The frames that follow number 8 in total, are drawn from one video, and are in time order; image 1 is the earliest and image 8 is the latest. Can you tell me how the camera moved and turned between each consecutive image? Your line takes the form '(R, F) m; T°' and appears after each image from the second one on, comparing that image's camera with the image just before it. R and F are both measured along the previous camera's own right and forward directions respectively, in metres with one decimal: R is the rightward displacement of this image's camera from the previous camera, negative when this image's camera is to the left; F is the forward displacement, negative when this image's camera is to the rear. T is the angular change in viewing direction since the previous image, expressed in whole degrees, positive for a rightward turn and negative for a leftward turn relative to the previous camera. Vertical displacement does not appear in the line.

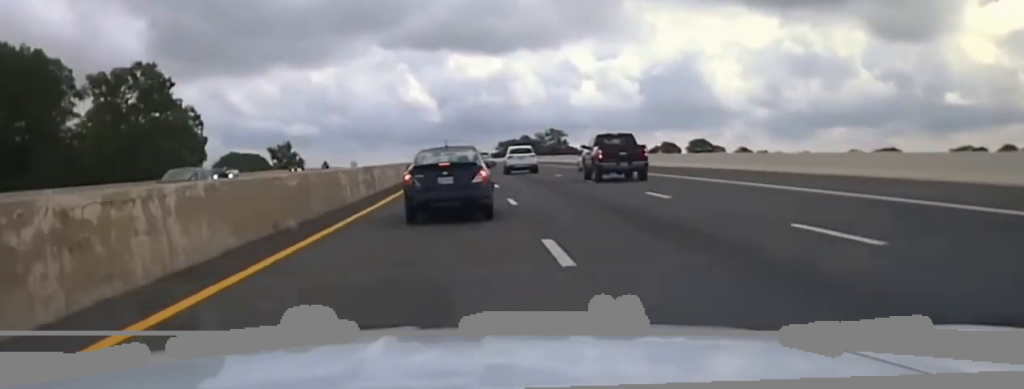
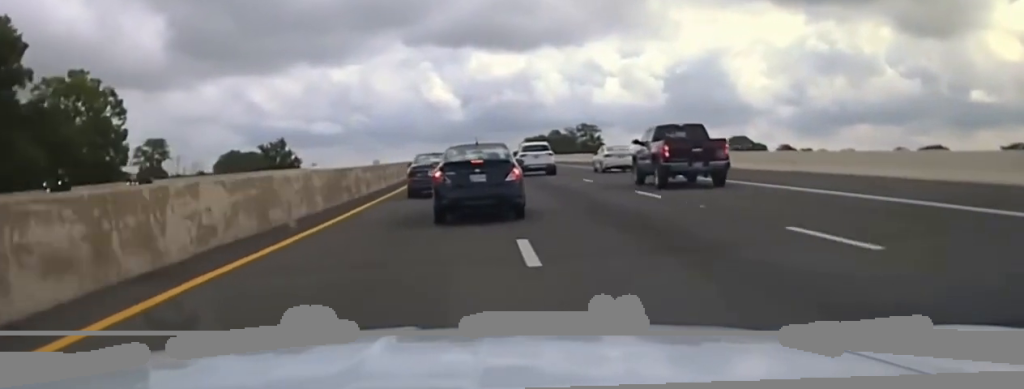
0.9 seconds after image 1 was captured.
(-0.5, +36.9) m; -2°
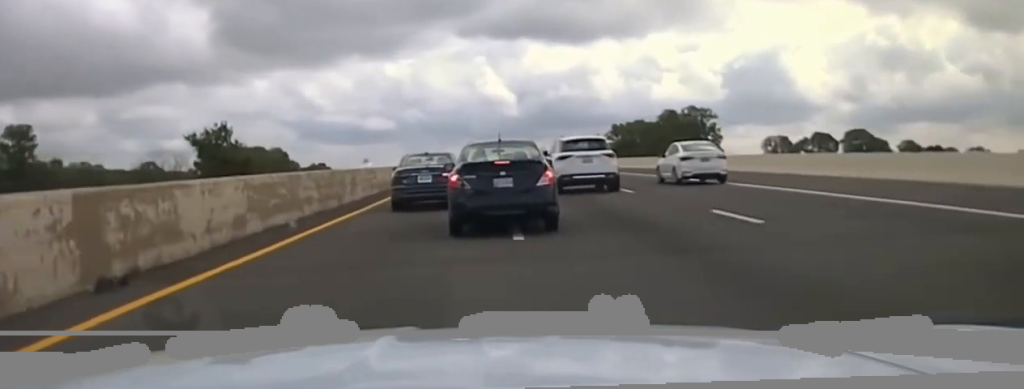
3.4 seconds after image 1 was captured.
(-2.5, +90.3) m; -4°
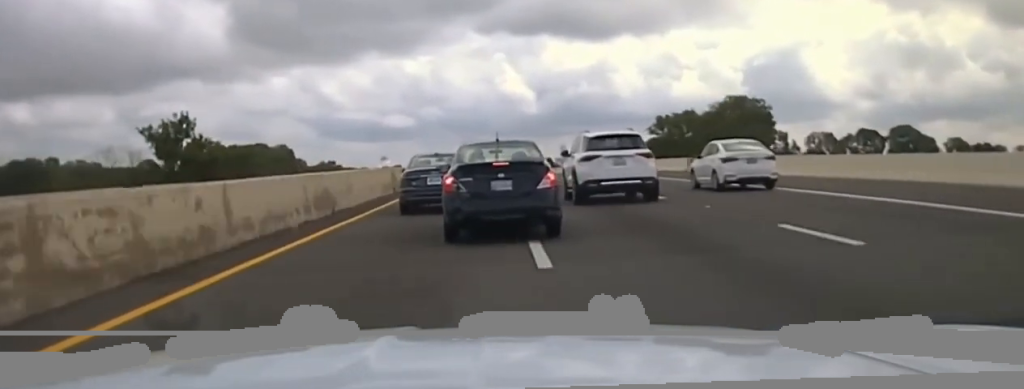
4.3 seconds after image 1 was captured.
(-0.6, +28.7) m; -1°
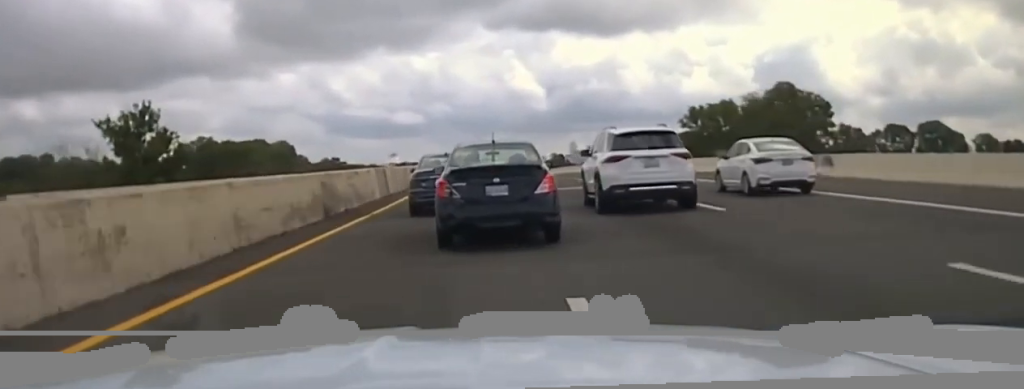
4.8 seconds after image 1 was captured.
(-0.1, +17.1) m; 0°
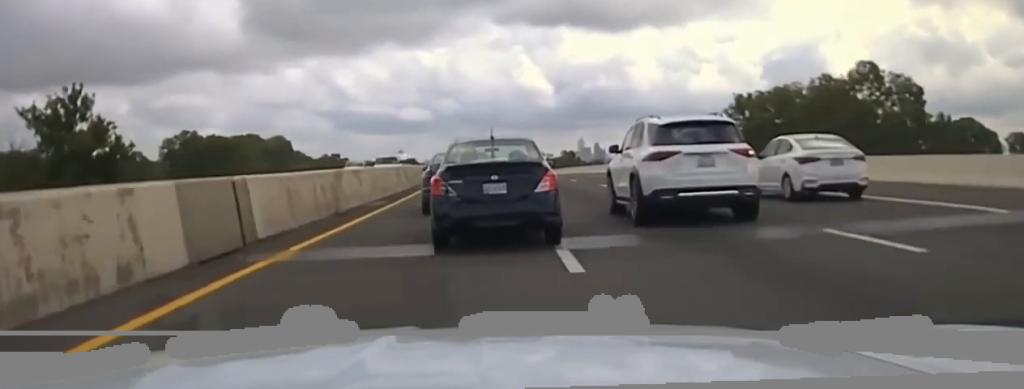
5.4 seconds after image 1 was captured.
(0.0, +20.5) m; 0°
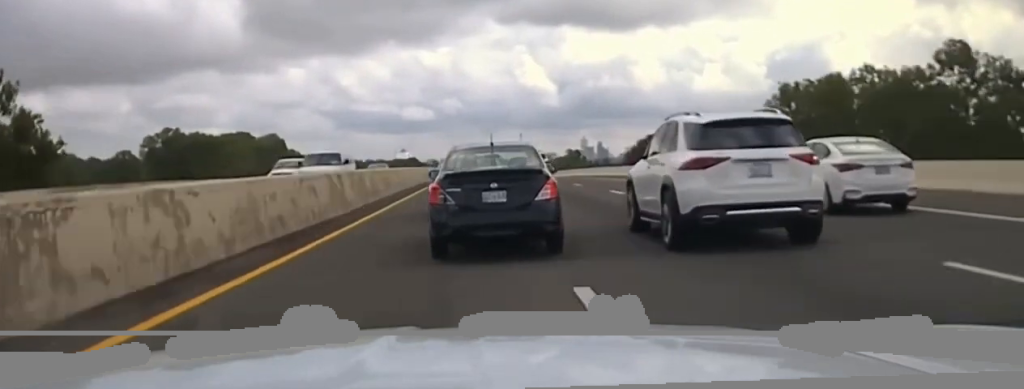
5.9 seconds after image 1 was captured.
(-0.1, +17.1) m; 0°
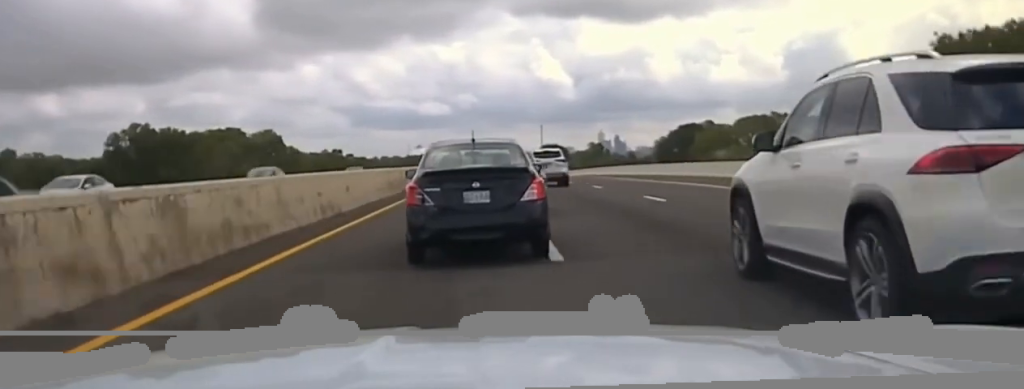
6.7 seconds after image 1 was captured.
(-0.1, +30.0) m; -1°
